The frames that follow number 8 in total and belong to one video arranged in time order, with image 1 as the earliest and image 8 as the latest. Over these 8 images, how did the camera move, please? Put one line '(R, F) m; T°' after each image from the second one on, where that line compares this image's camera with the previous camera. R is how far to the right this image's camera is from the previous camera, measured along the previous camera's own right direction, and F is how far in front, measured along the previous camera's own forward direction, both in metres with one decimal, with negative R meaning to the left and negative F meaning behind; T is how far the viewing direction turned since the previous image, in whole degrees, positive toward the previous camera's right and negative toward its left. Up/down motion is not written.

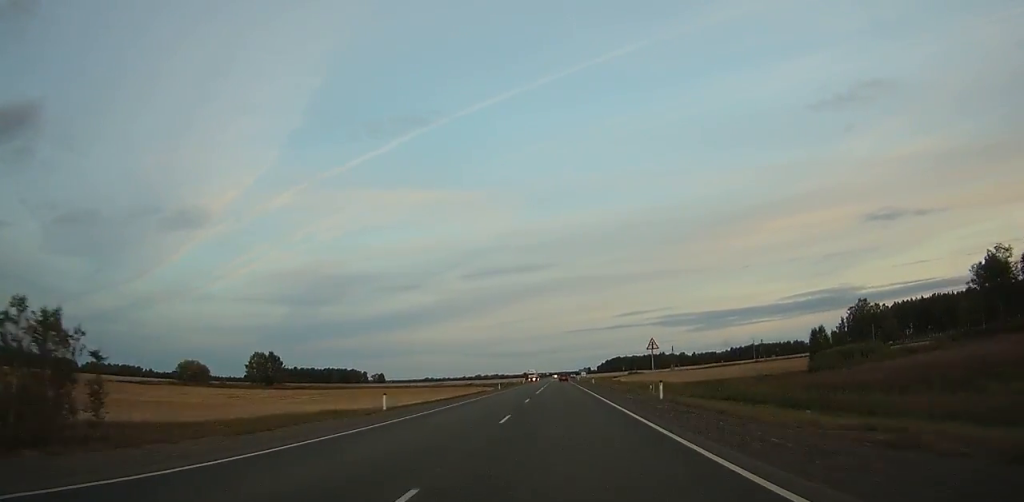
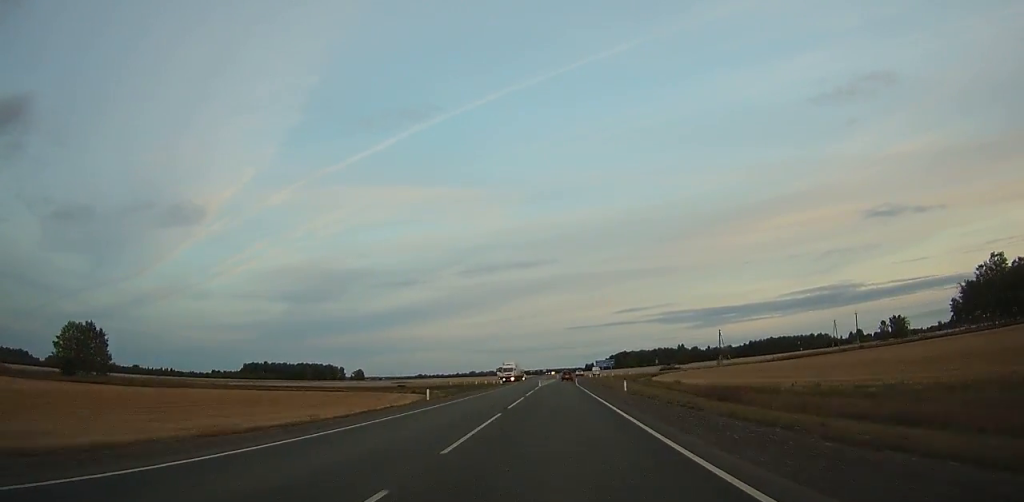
(+0.6, +88.2) m; +1°
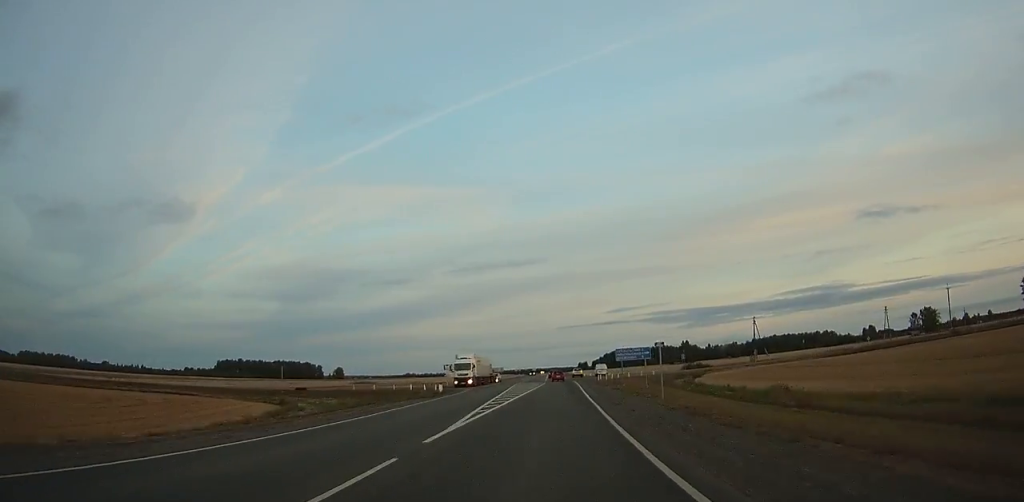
(+0.3, +47.7) m; 0°
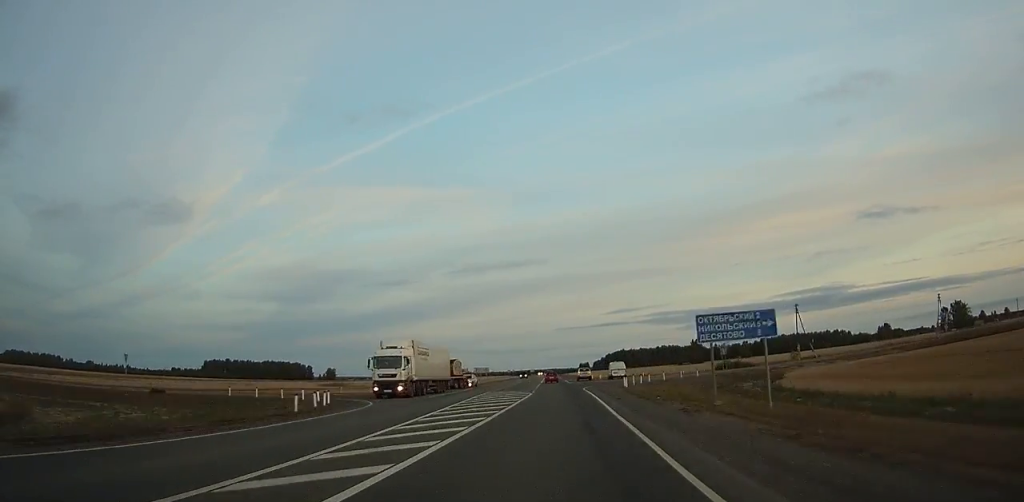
(+0.1, +32.9) m; 0°
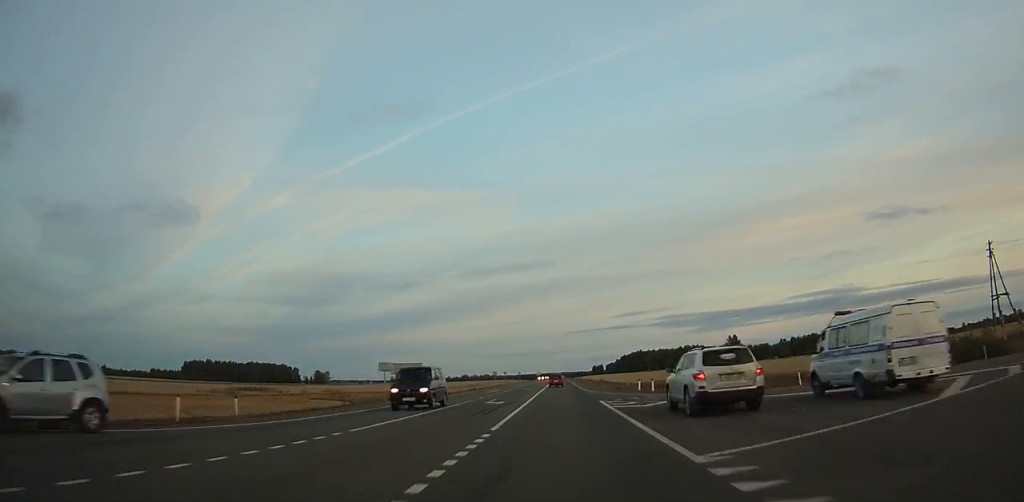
(0.0, +67.4) m; 0°
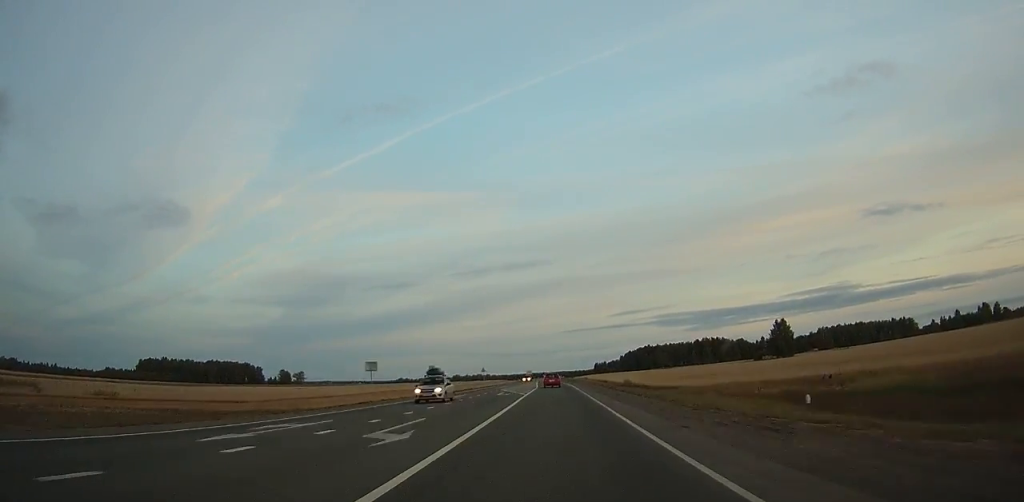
(-0.5, +76.6) m; 0°
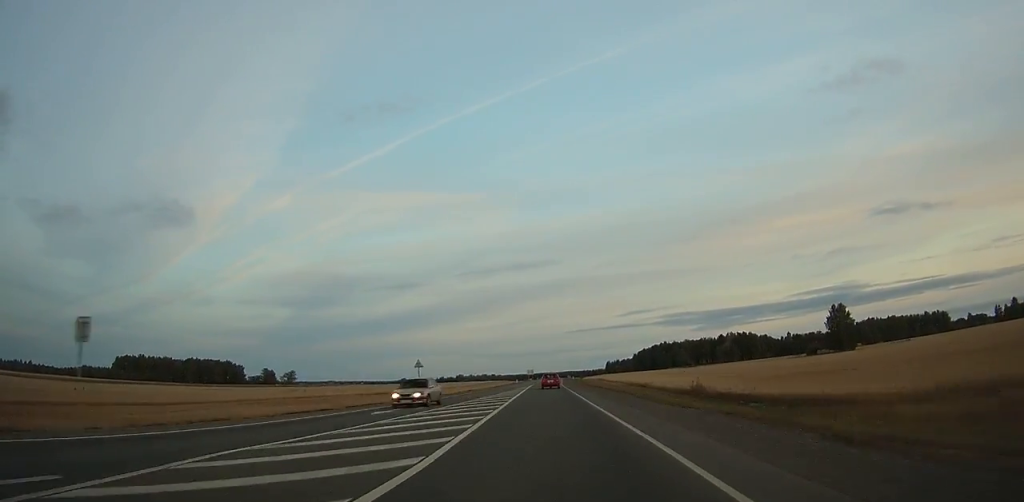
(+0.2, +48.0) m; -1°
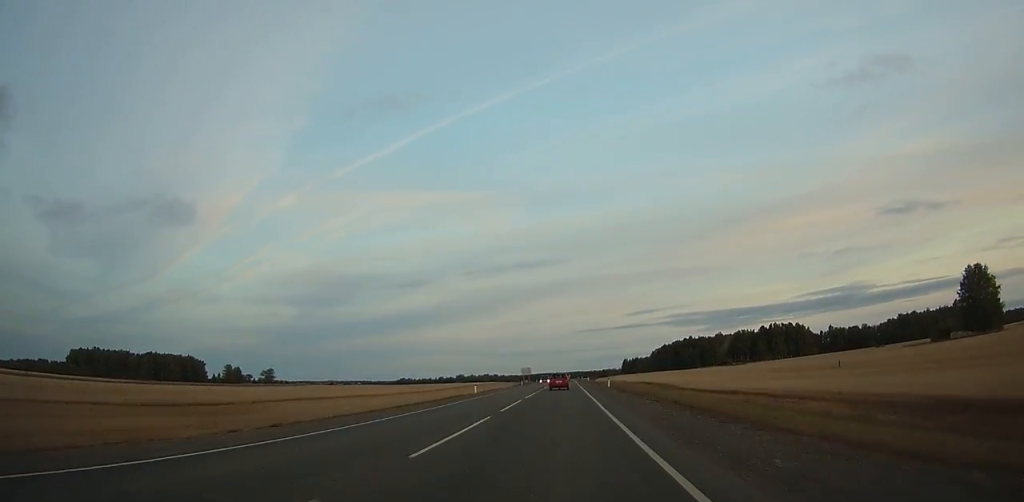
(-1.1, +69.8) m; 0°
